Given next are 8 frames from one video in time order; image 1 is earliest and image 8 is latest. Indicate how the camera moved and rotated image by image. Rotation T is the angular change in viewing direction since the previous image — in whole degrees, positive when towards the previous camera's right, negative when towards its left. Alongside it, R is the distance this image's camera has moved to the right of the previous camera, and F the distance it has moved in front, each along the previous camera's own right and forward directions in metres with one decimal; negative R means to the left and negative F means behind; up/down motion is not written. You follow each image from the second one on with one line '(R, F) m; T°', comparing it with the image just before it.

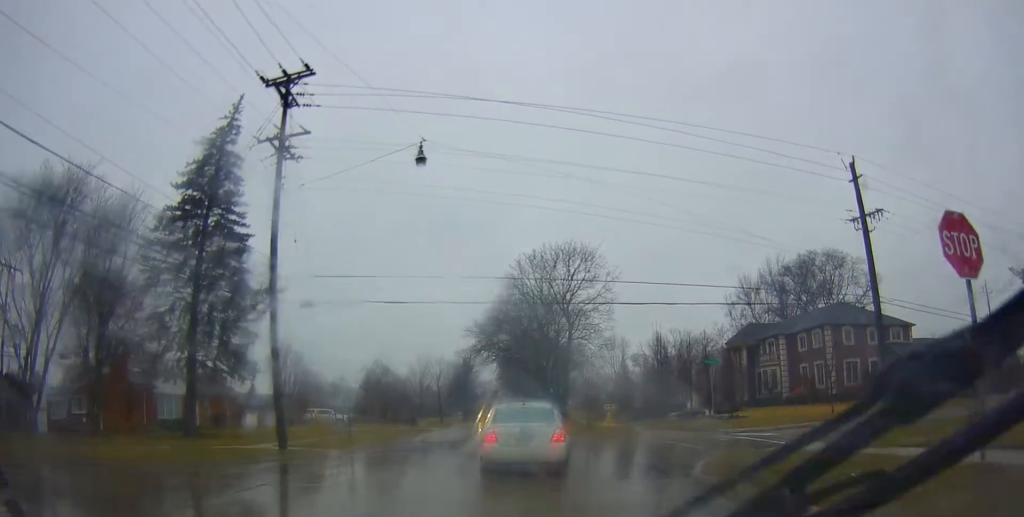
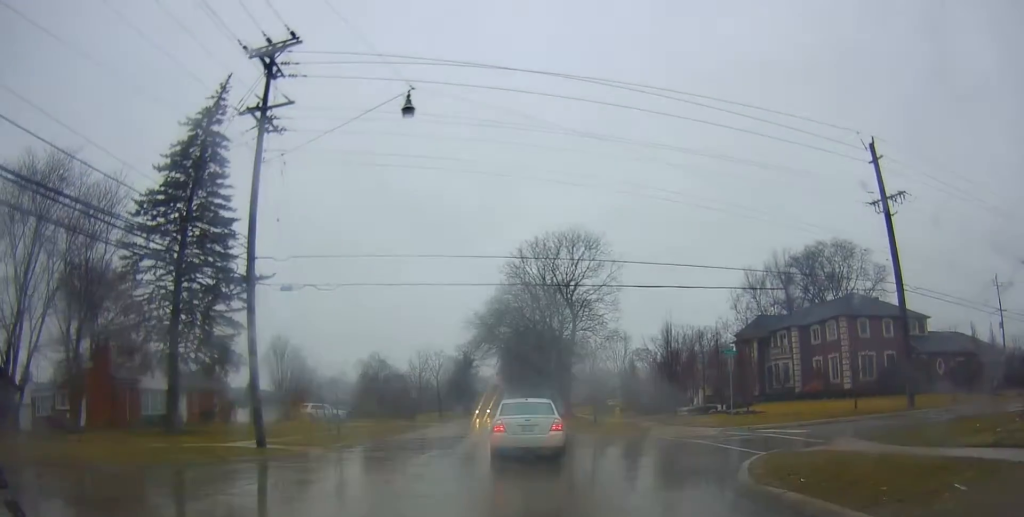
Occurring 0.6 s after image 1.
(0.0, +2.1) m; 0°
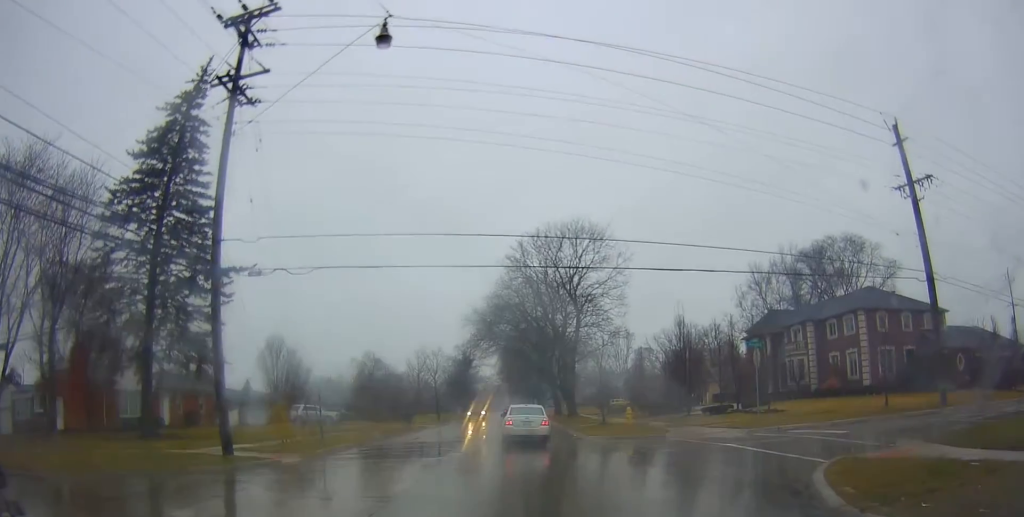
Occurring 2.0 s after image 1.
(0.0, +3.6) m; 0°
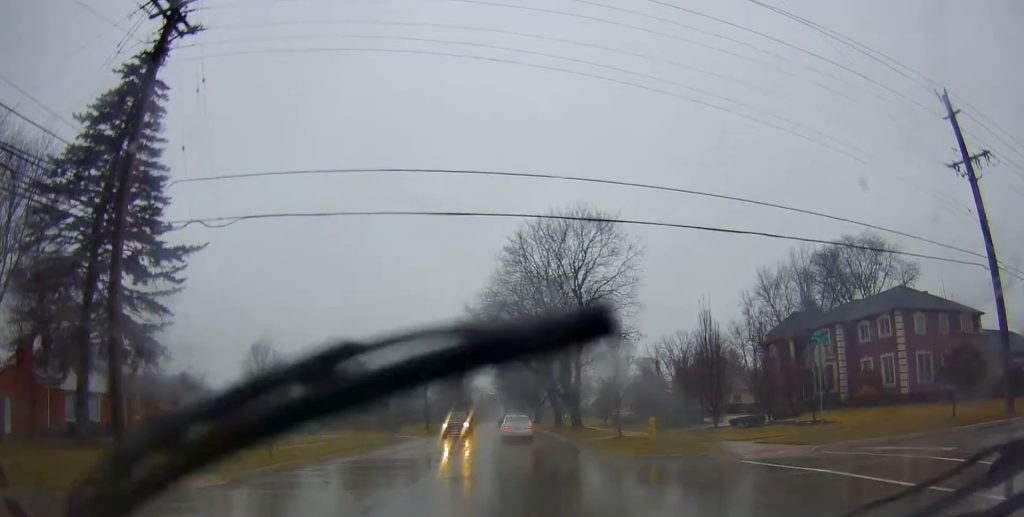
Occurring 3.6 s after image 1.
(0.0, +5.3) m; 0°
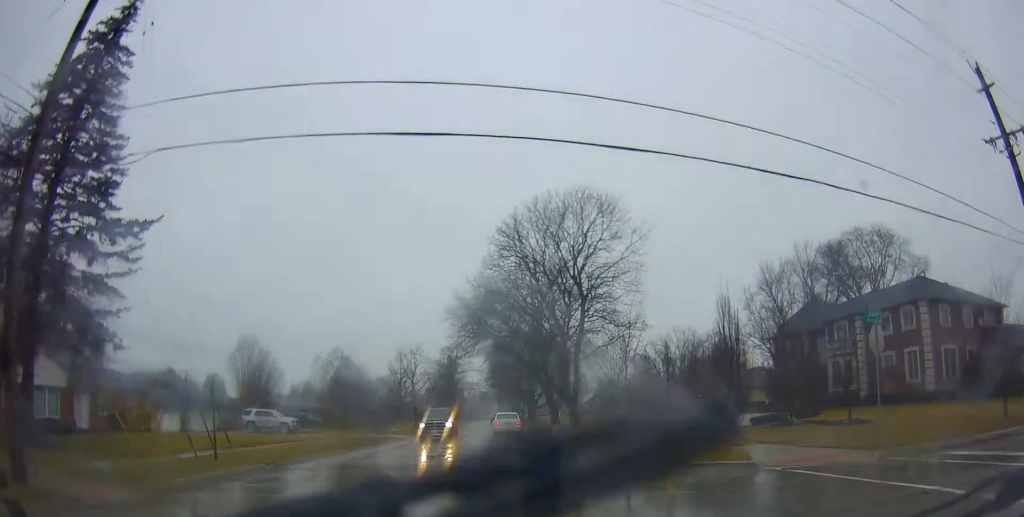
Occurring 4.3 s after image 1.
(0.0, +3.4) m; 0°
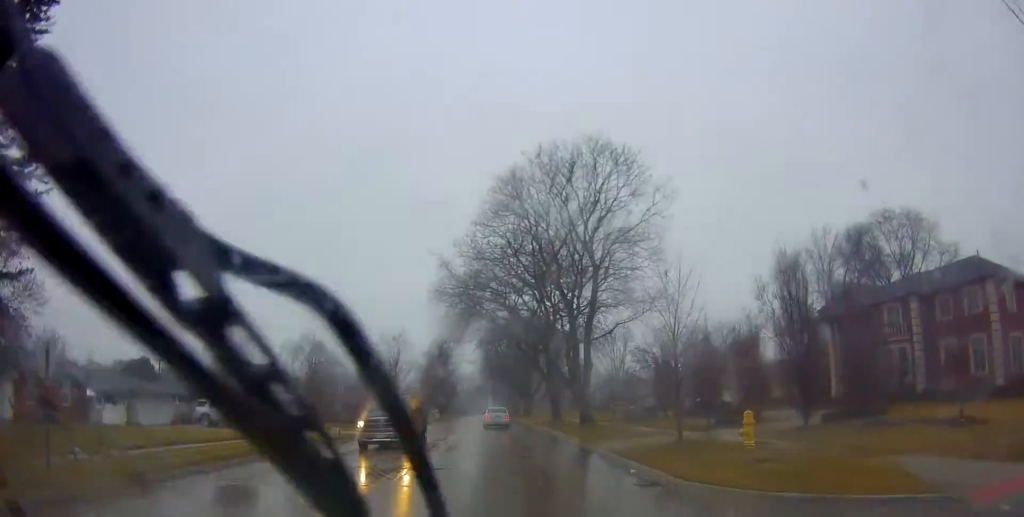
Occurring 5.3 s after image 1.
(0.0, +7.3) m; -2°
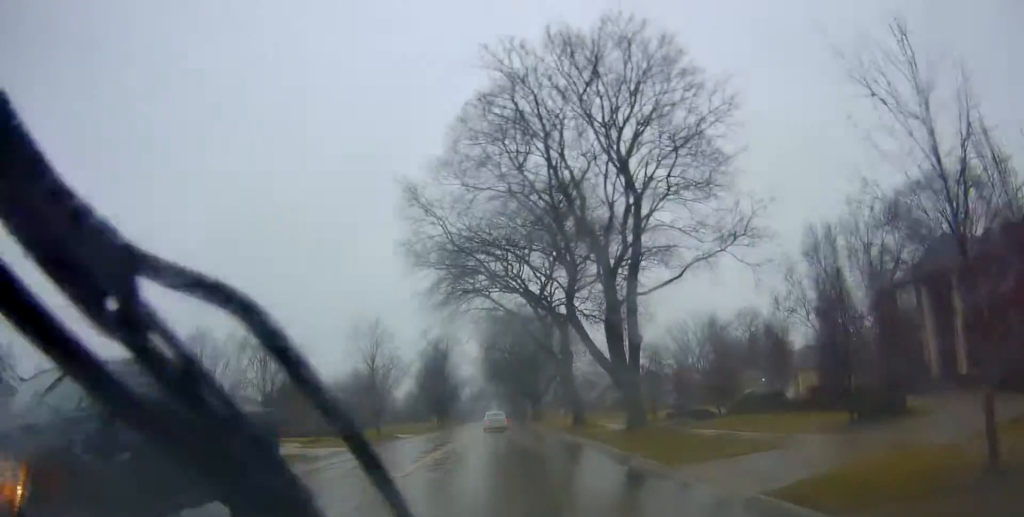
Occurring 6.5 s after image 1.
(-0.6, +11.3) m; -3°
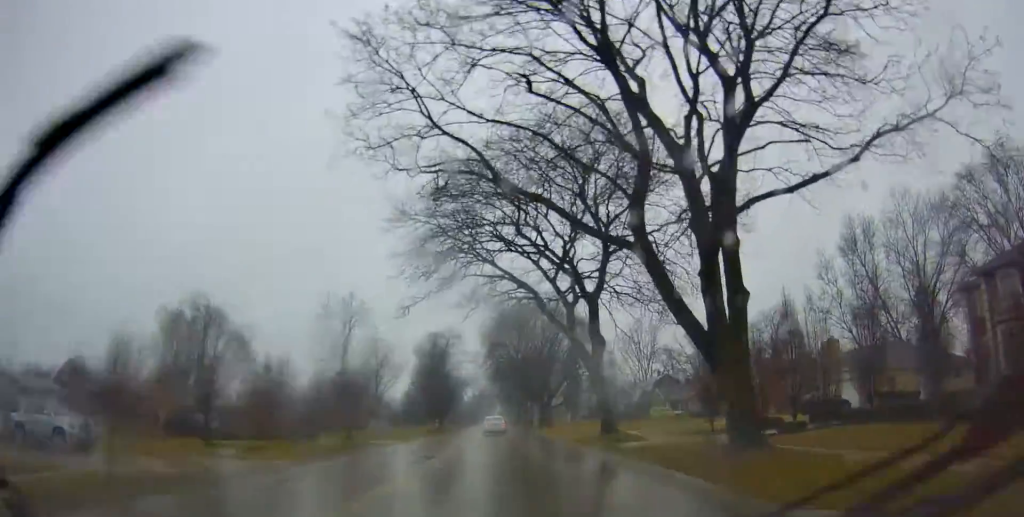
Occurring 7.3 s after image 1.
(0.0, +9.4) m; +2°
